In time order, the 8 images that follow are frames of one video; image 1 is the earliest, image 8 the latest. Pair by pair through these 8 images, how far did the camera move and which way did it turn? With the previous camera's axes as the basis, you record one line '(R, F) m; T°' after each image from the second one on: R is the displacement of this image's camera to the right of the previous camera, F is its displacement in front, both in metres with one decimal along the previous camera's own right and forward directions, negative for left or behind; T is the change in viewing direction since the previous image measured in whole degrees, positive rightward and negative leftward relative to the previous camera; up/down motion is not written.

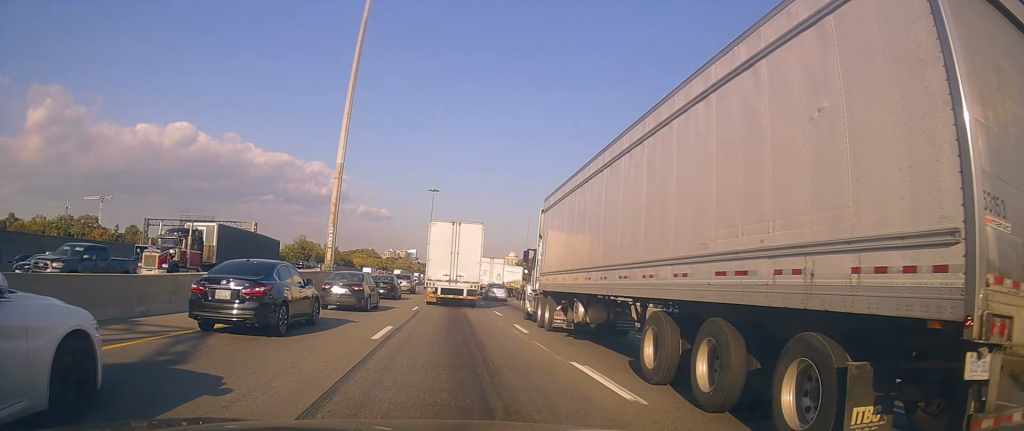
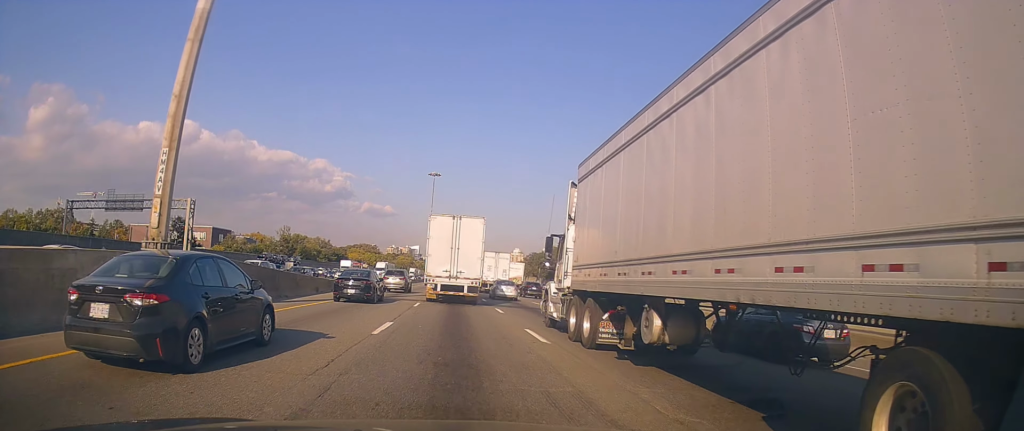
(-0.4, +22.5) m; -2°
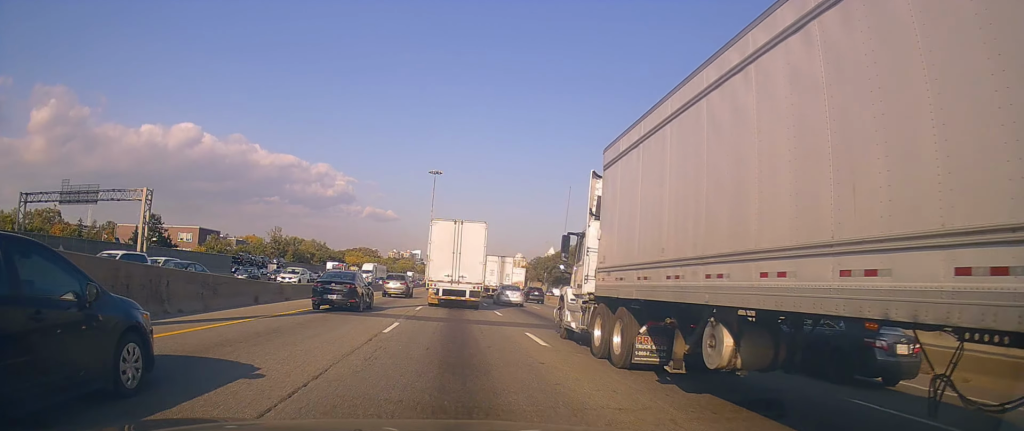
(+0.2, +10.5) m; -1°
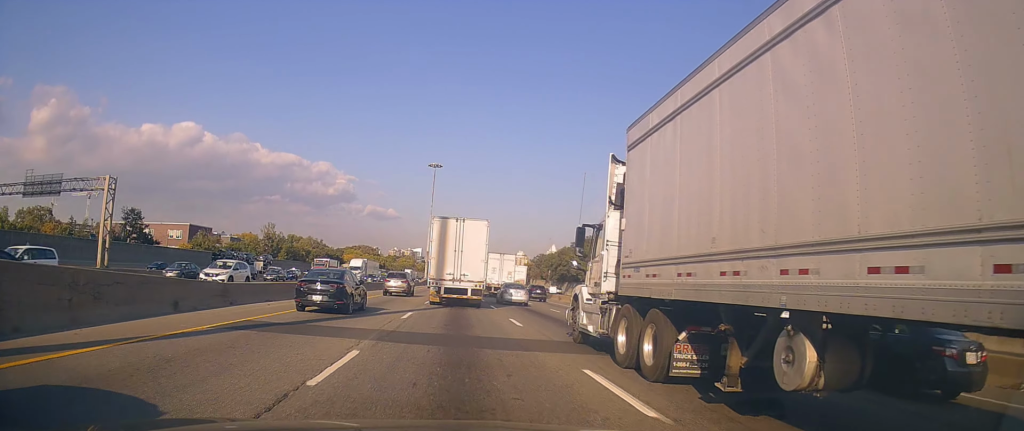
(-0.1, +6.9) m; 0°
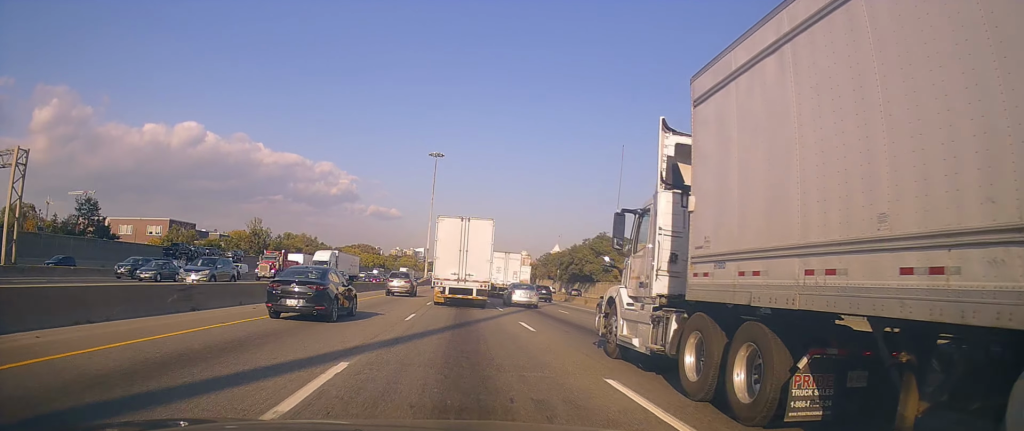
(-0.1, +13.0) m; +1°
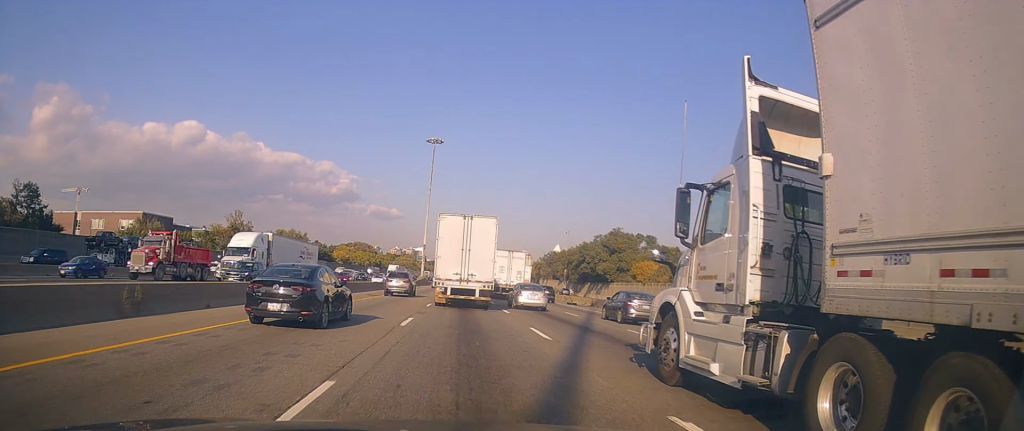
(+0.4, +13.4) m; 0°
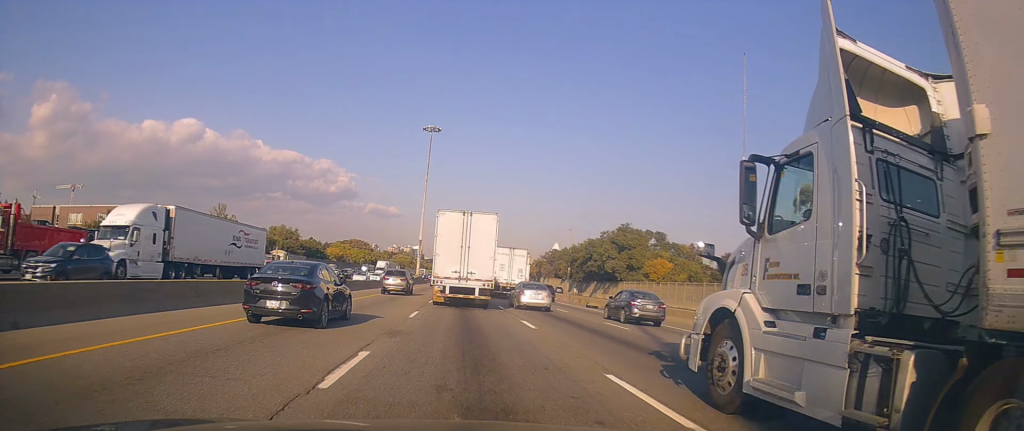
(0.0, +8.7) m; -1°
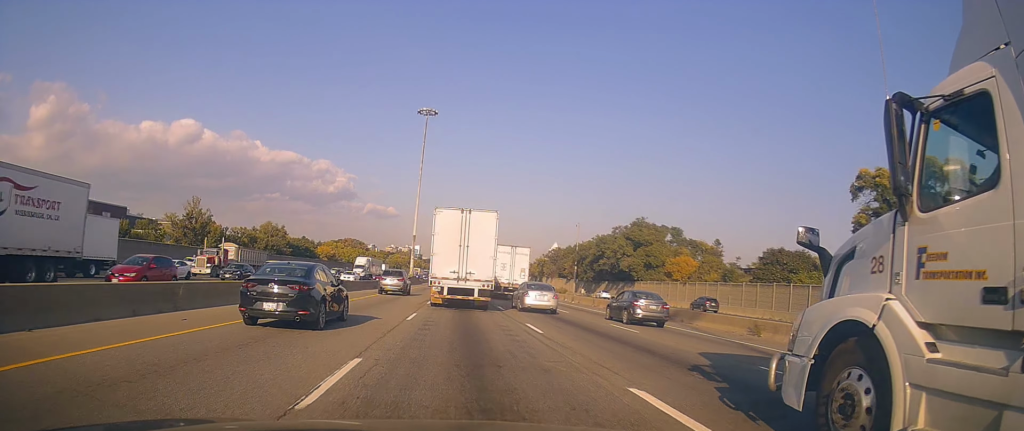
(-0.3, +12.4) m; +1°
